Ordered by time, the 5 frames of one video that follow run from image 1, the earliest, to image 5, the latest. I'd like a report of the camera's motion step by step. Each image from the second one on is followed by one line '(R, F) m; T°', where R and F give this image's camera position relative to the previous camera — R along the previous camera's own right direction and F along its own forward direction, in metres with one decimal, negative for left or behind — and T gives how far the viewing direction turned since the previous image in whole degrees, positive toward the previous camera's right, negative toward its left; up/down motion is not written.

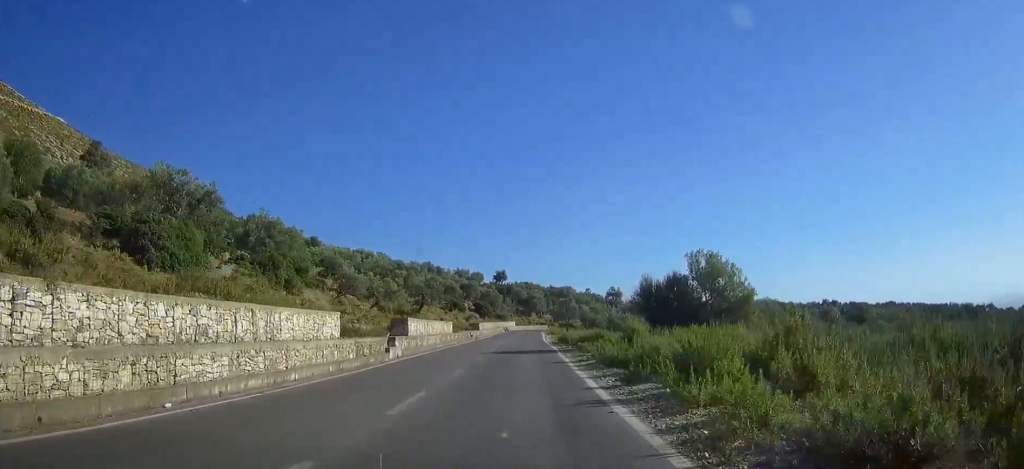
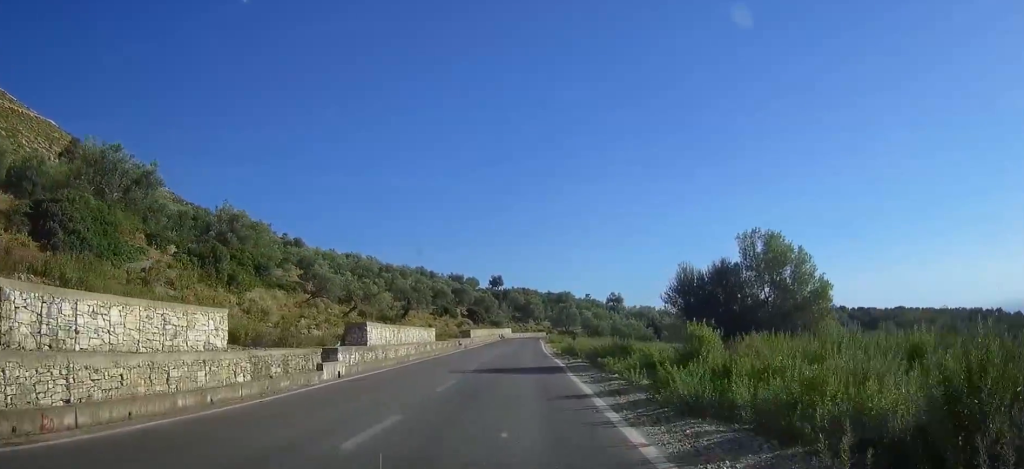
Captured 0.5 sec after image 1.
(+0.1, +9.2) m; 0°
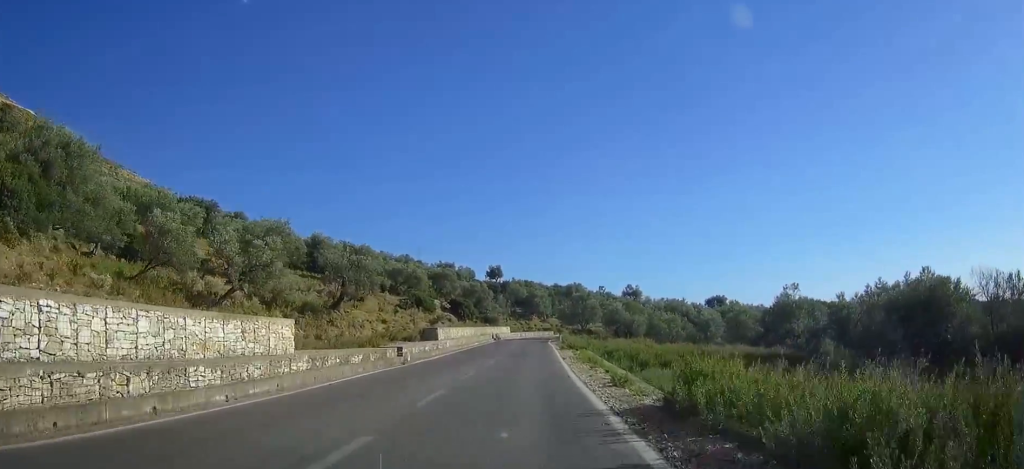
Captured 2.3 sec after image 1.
(0.0, +31.1) m; 0°
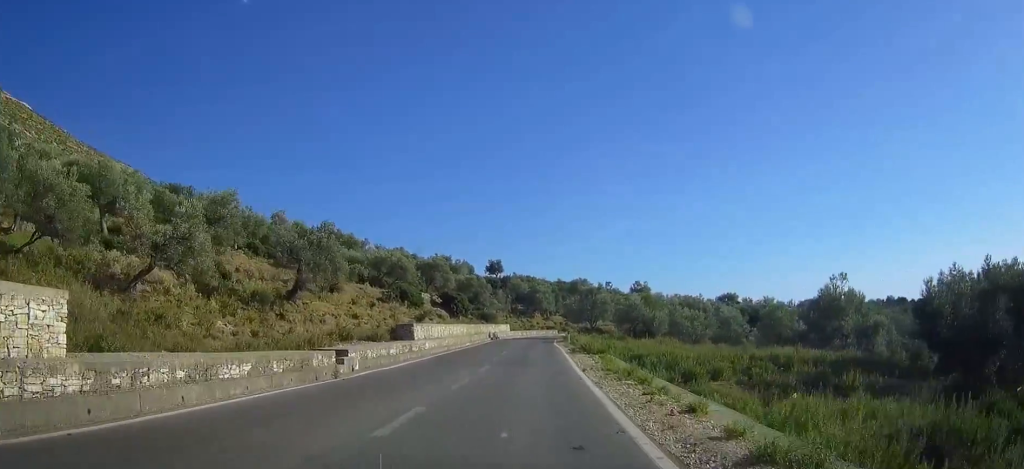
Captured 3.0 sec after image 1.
(0.0, +10.9) m; 0°
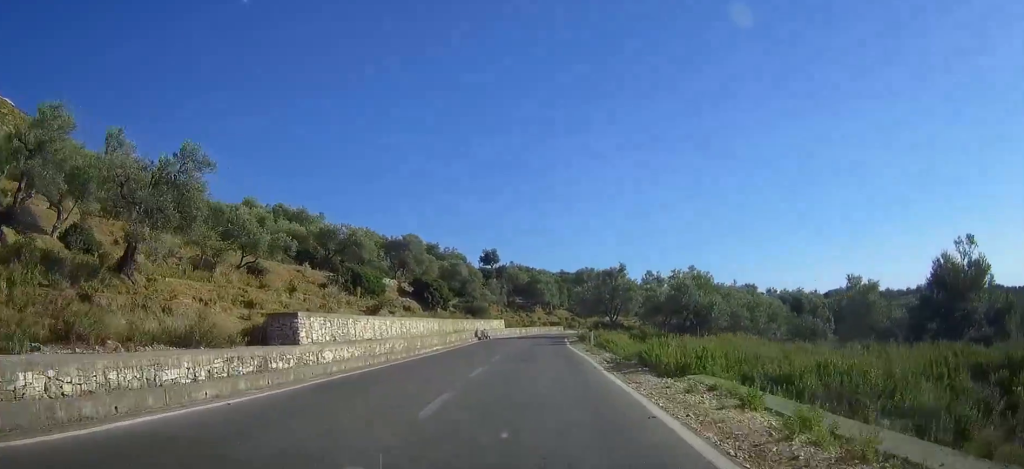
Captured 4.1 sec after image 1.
(-0.1, +19.6) m; -1°
